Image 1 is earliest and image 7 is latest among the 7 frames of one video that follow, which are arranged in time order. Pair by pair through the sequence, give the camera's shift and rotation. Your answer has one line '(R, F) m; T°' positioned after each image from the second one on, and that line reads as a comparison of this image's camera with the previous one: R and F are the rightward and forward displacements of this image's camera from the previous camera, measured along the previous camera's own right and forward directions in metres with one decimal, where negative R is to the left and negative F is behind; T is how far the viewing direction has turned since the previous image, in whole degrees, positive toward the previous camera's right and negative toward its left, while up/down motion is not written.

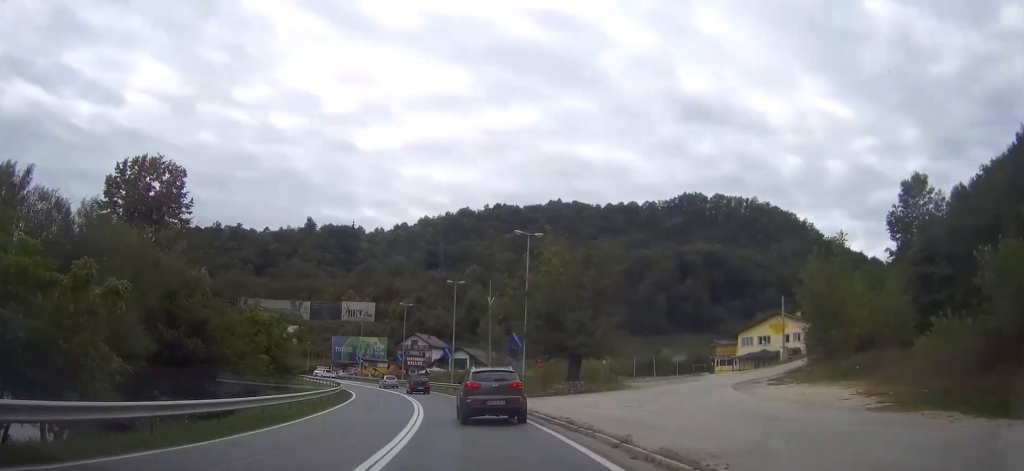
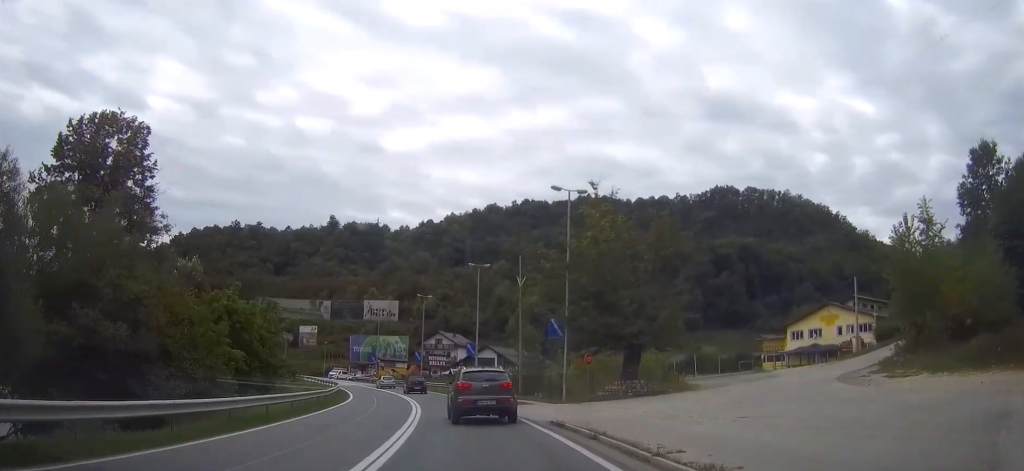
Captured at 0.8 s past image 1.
(-0.2, +10.1) m; -2°
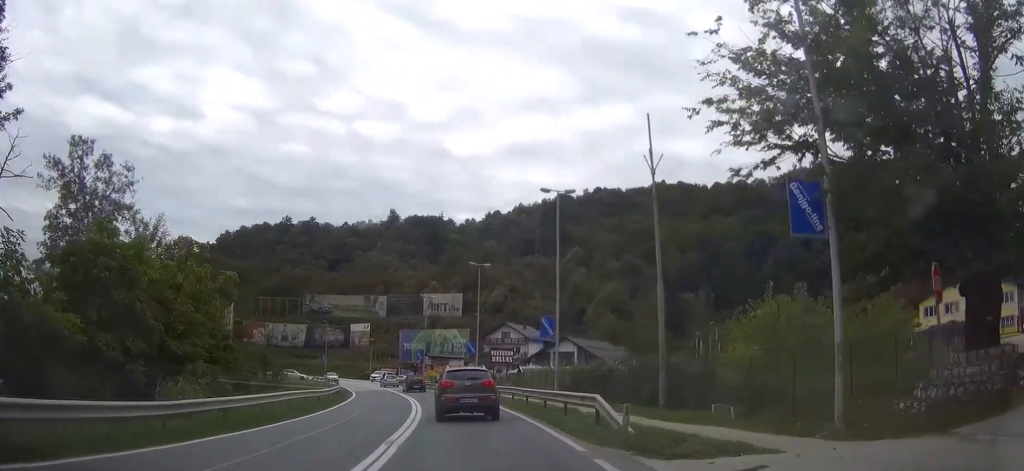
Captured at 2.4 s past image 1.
(-0.9, +22.7) m; -6°
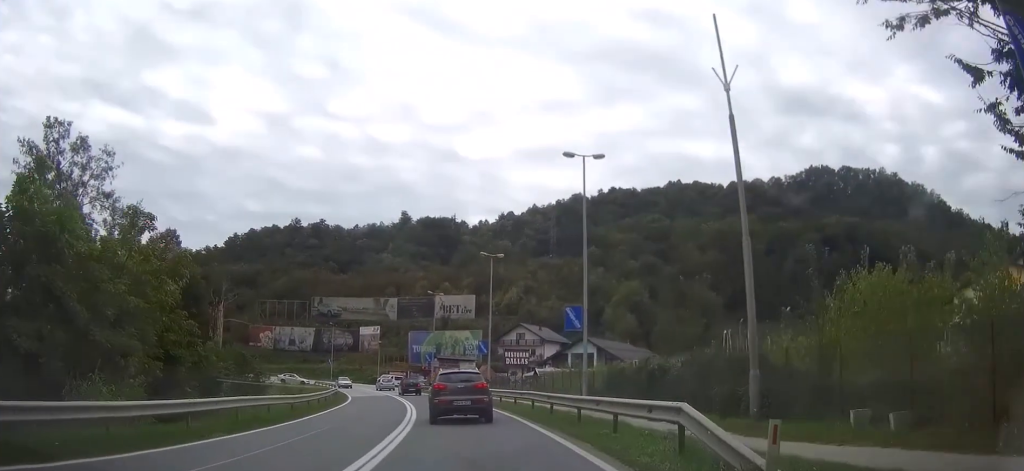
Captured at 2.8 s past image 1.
(-0.2, +6.2) m; -1°
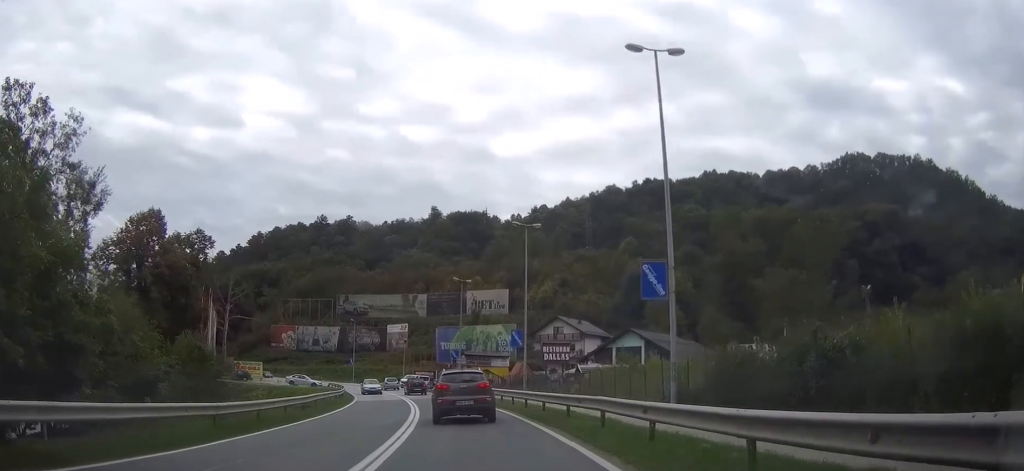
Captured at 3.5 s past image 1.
(-0.2, +10.1) m; -2°
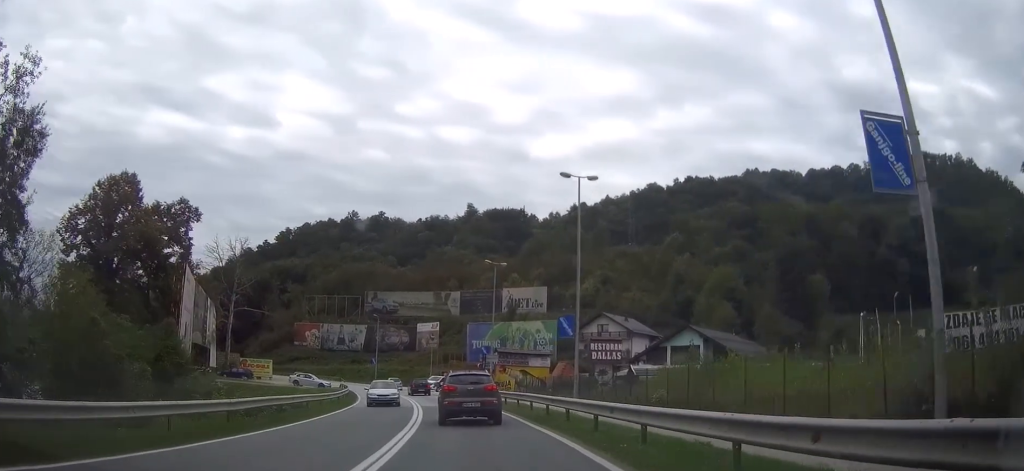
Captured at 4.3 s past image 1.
(-0.1, +11.2) m; -2°
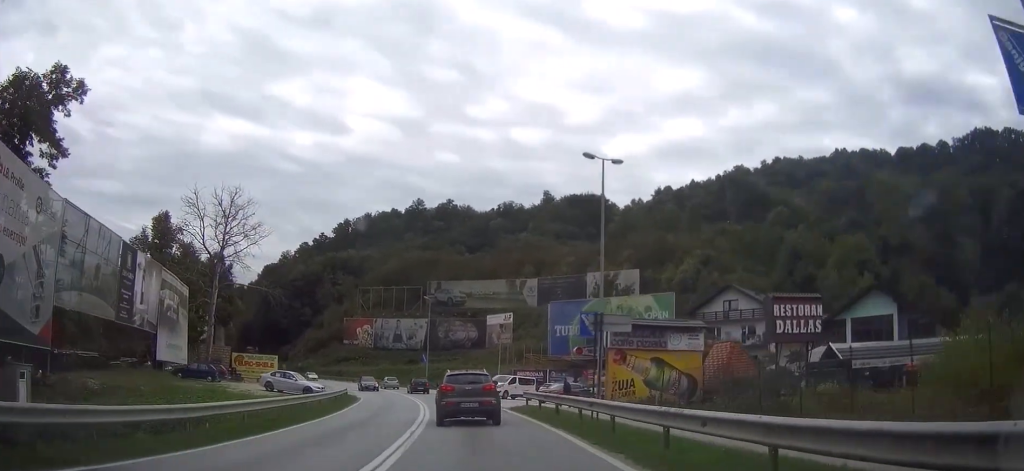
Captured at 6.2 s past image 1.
(-1.7, +27.9) m; -7°
